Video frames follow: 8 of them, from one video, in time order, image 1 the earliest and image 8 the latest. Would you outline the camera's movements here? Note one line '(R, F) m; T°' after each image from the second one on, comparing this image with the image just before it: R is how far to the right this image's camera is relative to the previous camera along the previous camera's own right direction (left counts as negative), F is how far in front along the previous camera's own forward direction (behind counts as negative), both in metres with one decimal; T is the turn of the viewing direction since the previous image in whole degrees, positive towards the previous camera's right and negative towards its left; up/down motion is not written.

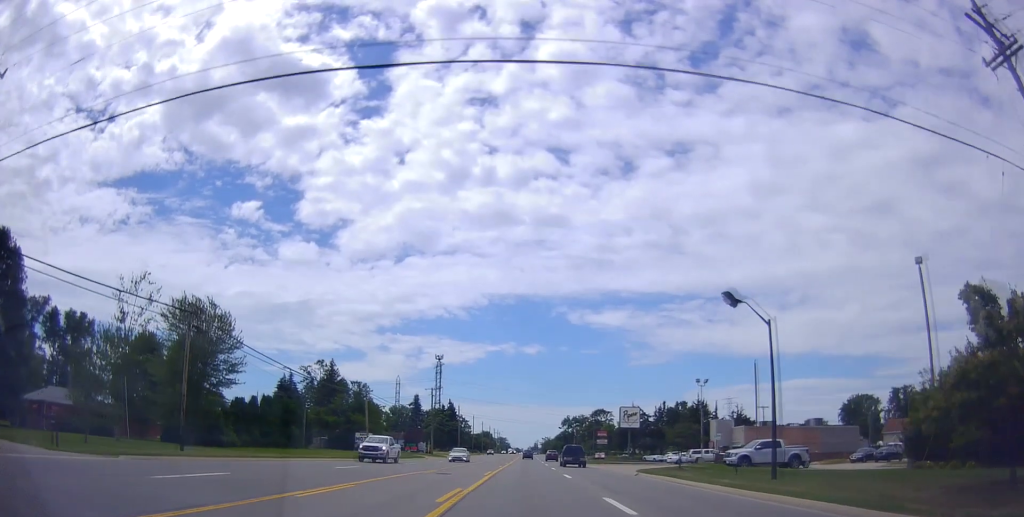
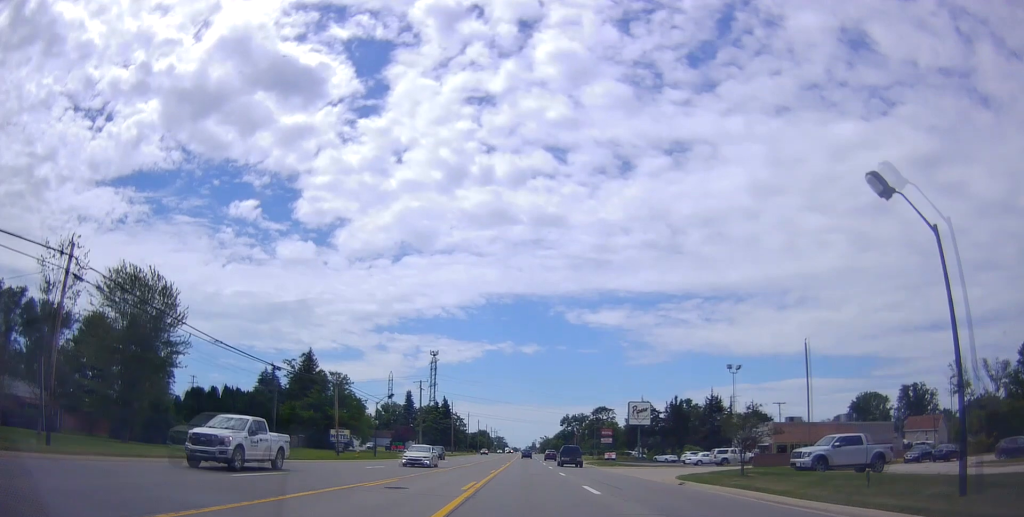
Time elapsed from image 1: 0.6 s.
(+0.1, +10.6) m; 0°
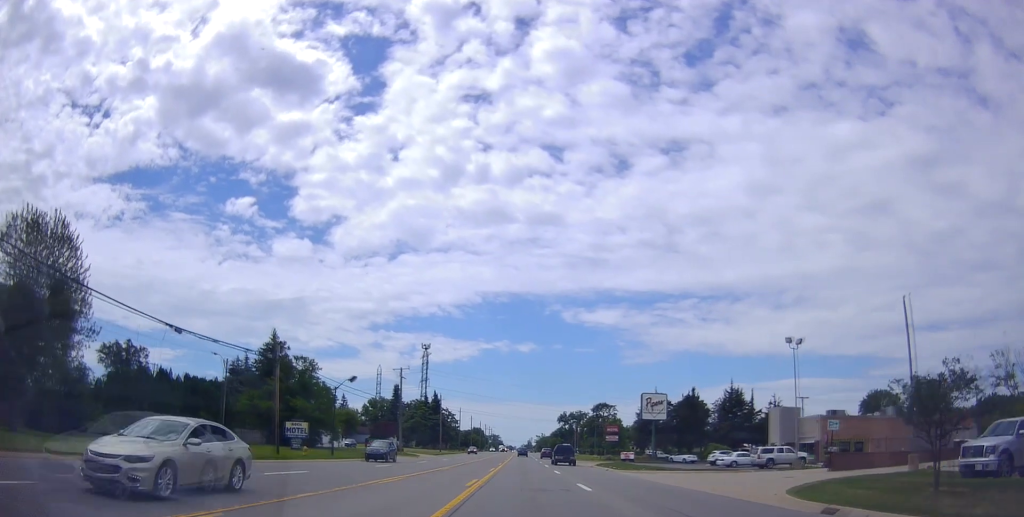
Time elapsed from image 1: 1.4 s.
(0.0, +13.4) m; 0°
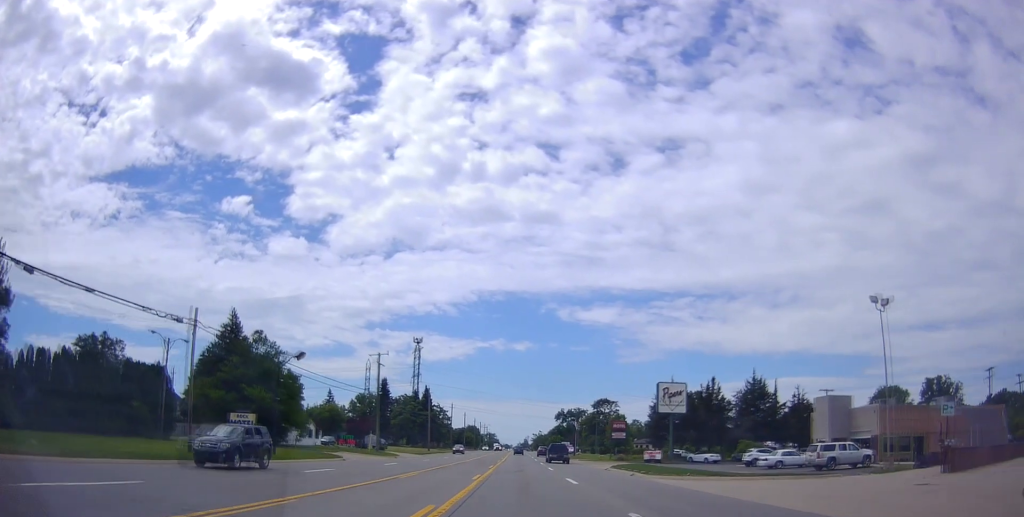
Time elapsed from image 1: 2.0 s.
(0.0, +11.7) m; -1°
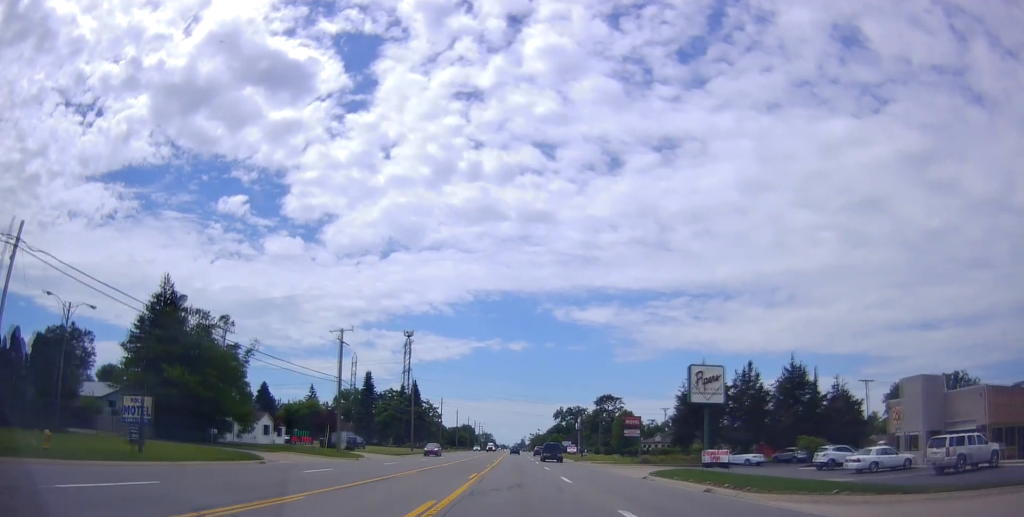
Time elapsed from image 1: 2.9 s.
(-0.1, +14.6) m; -1°
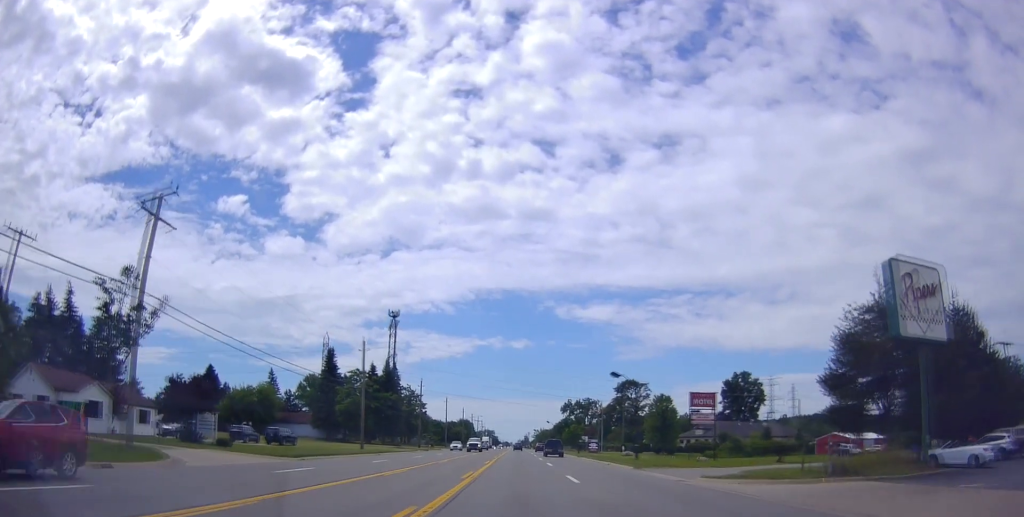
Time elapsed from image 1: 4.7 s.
(+0.7, +33.0) m; +3°
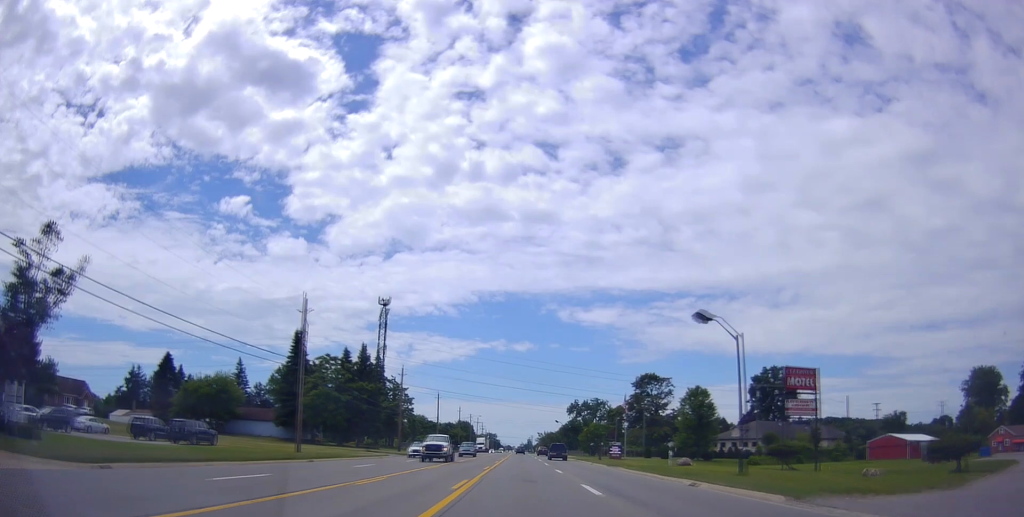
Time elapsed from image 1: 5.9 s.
(+0.1, +20.2) m; -2°
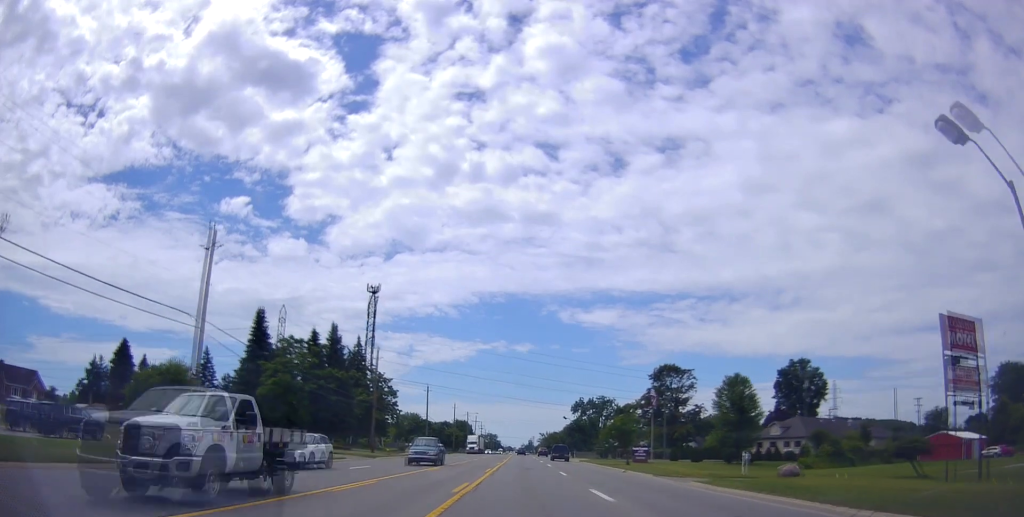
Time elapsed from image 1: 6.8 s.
(-0.6, +16.4) m; -1°
